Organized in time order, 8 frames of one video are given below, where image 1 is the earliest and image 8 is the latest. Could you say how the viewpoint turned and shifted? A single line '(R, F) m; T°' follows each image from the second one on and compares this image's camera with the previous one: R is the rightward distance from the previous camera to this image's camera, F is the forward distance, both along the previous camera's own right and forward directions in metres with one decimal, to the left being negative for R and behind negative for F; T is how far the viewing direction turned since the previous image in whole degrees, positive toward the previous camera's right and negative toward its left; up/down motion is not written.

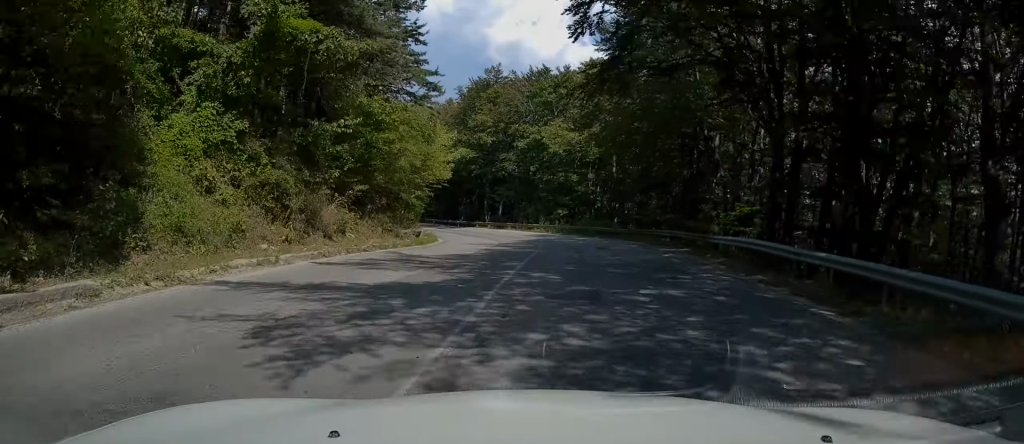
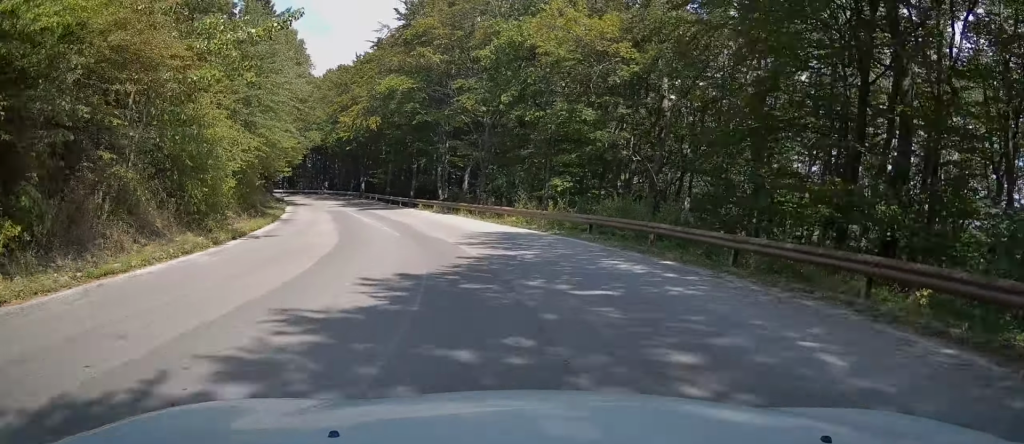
(+2.3, +25.1) m; +3°
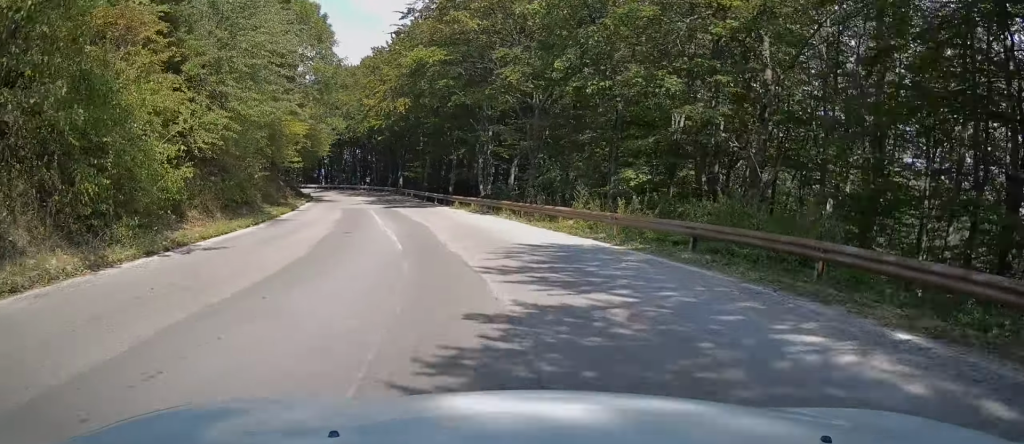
(-0.2, +6.1) m; -3°
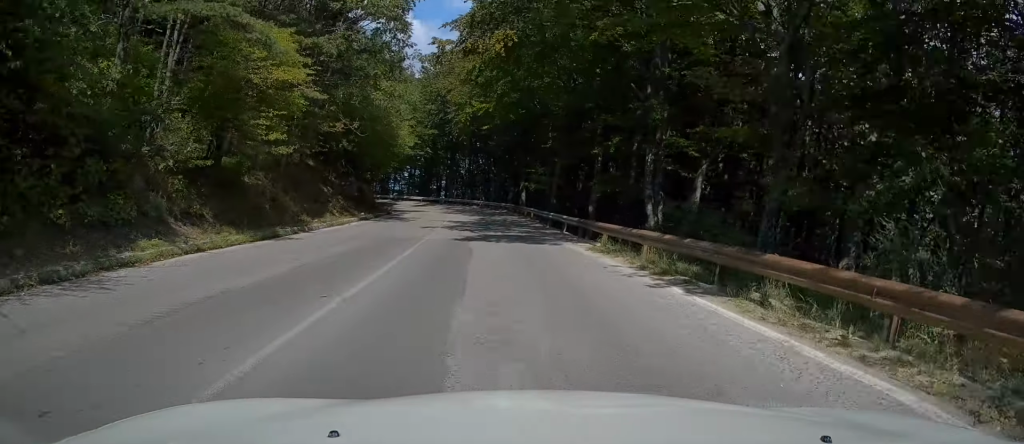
(-1.5, +16.3) m; -9°
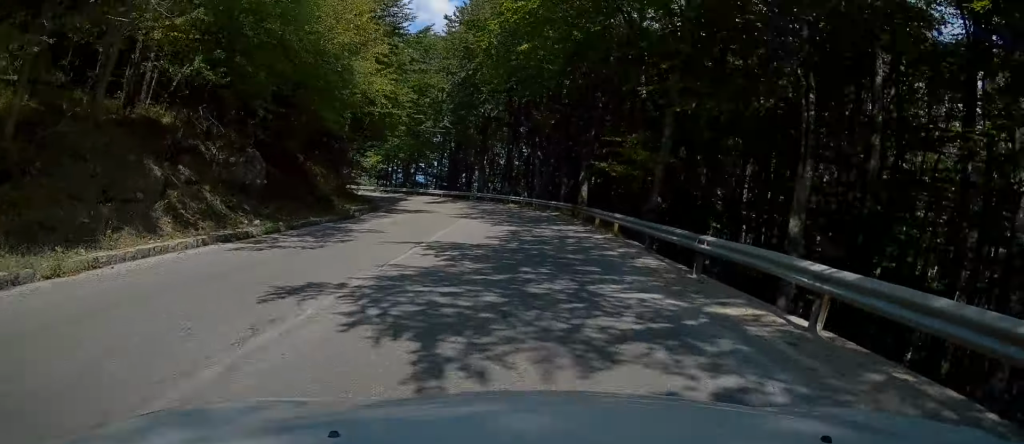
(-1.1, +17.1) m; -5°
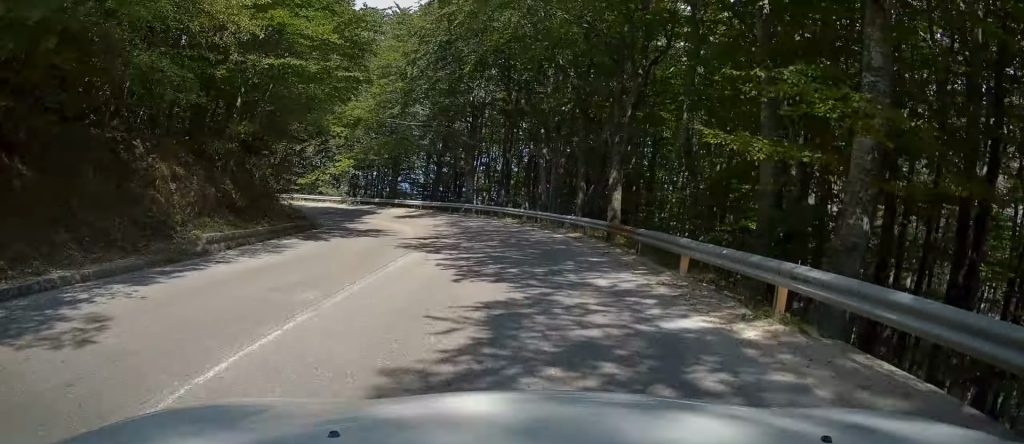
(-0.2, +11.1) m; -2°
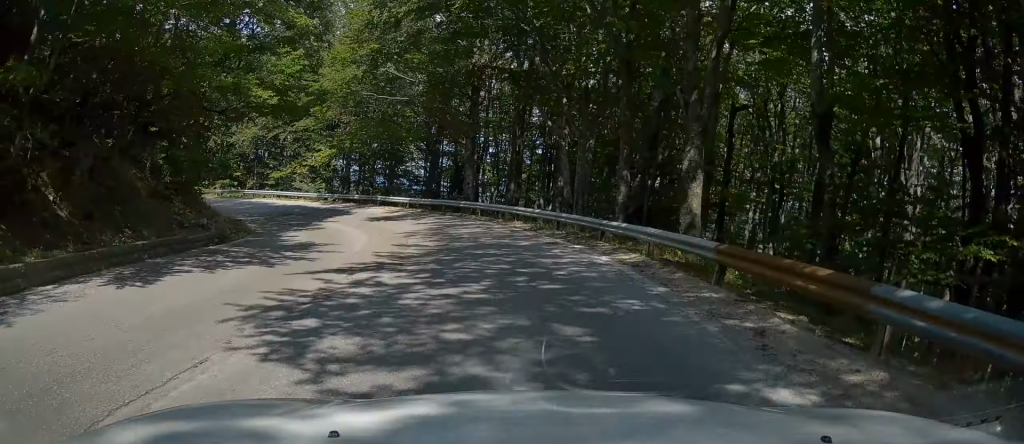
(-0.1, +8.8) m; -3°
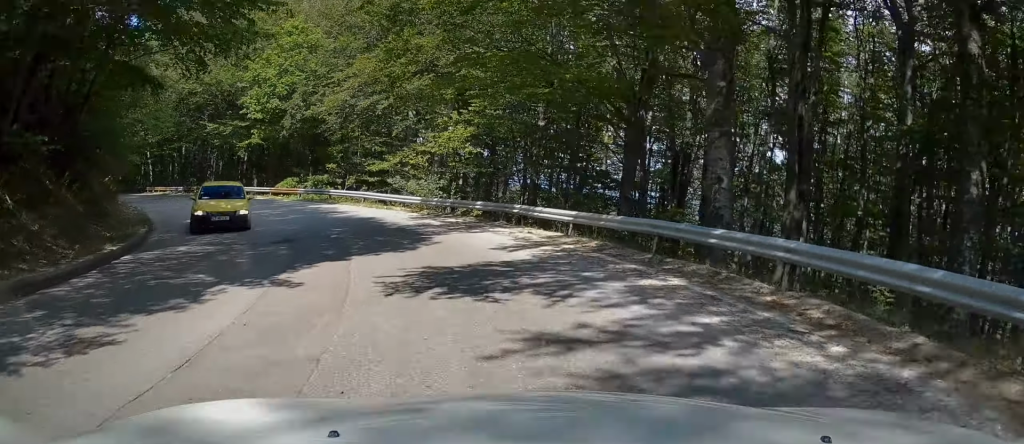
(-1.8, +19.2) m; -15°
